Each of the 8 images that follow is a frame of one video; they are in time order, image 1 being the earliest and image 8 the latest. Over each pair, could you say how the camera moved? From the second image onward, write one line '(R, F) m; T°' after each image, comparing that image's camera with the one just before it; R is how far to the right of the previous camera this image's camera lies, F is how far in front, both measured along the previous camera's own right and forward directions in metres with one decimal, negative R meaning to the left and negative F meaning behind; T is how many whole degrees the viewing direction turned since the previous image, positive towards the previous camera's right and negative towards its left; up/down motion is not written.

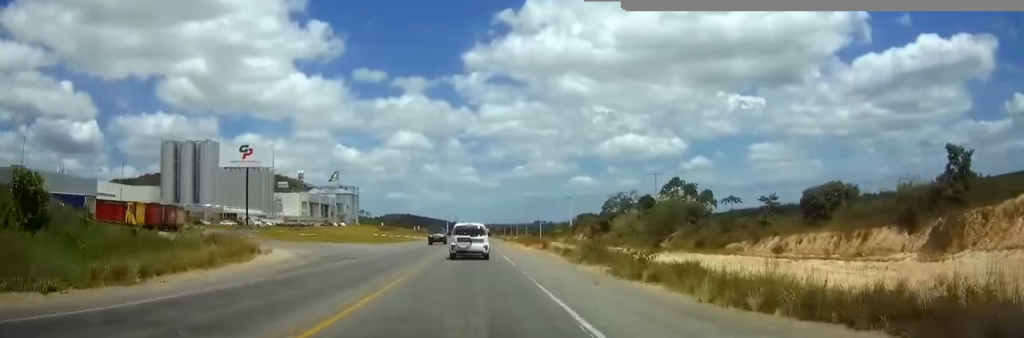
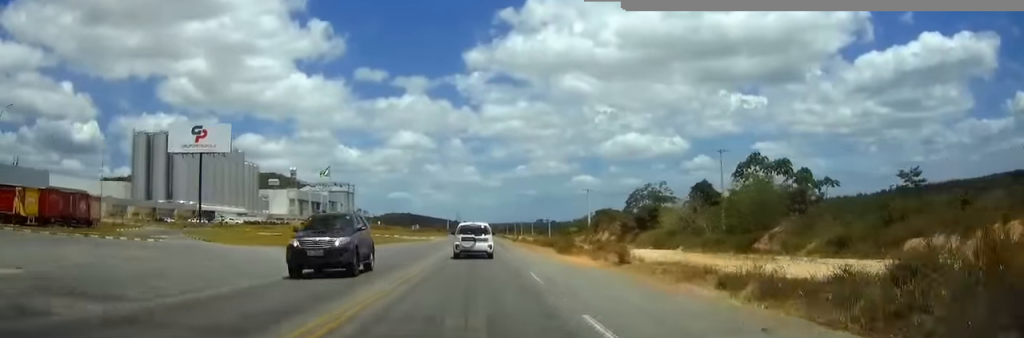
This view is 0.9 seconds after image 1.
(-0.1, +26.7) m; 0°
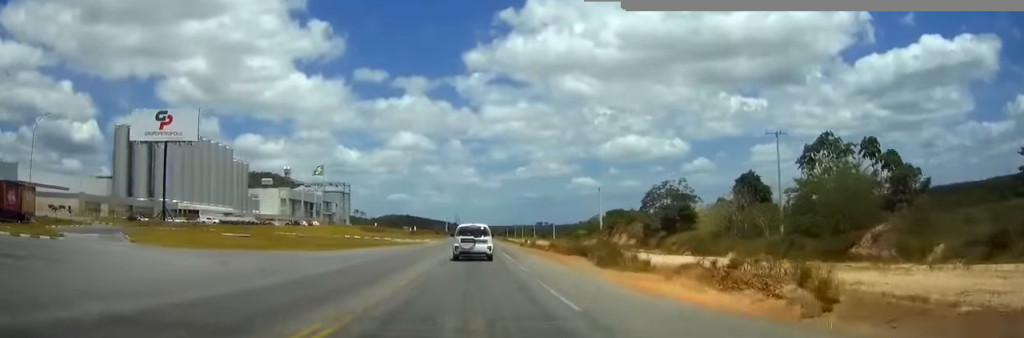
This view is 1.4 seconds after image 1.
(+0.1, +14.7) m; 0°
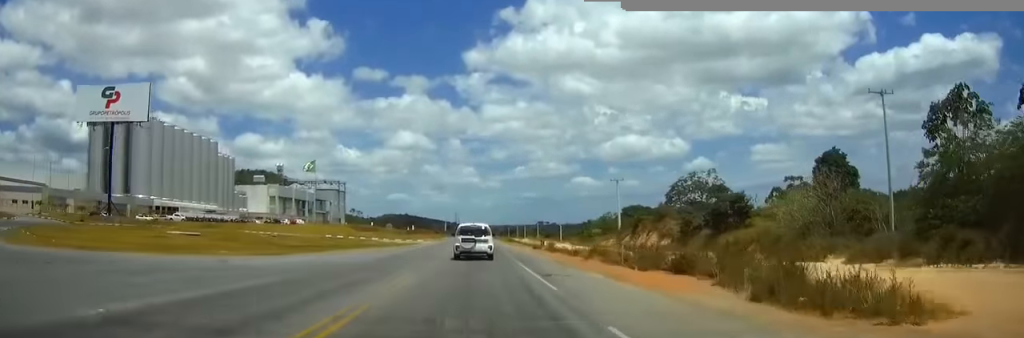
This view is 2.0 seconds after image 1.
(0.0, +17.6) m; 0°
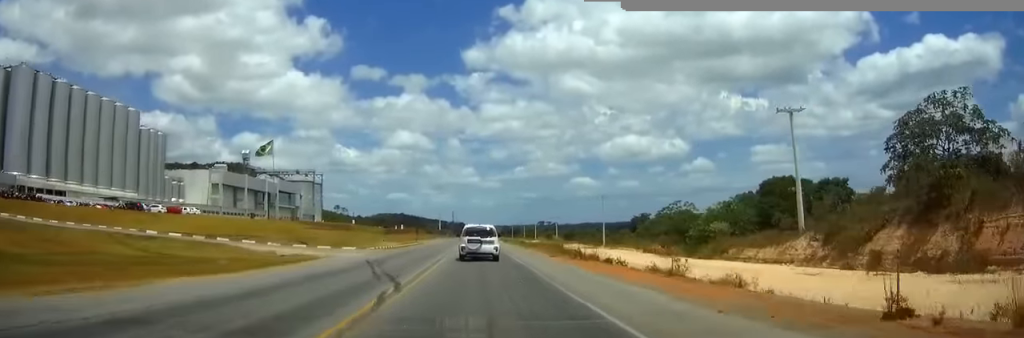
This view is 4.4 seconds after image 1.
(0.0, +69.0) m; 0°
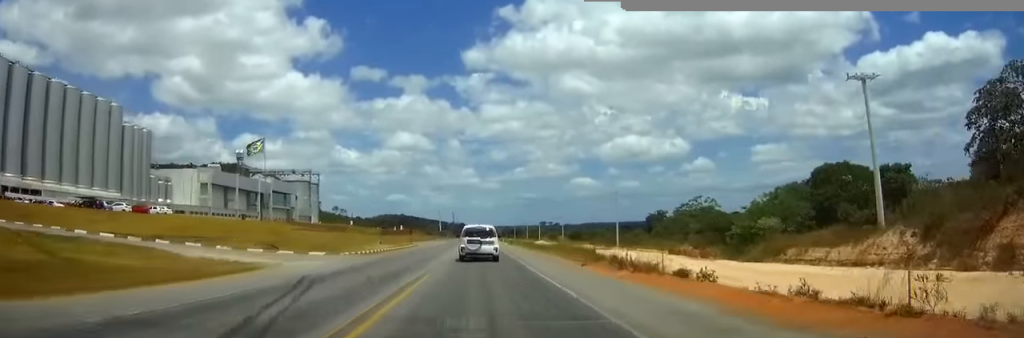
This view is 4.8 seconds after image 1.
(0.0, +11.6) m; 0°
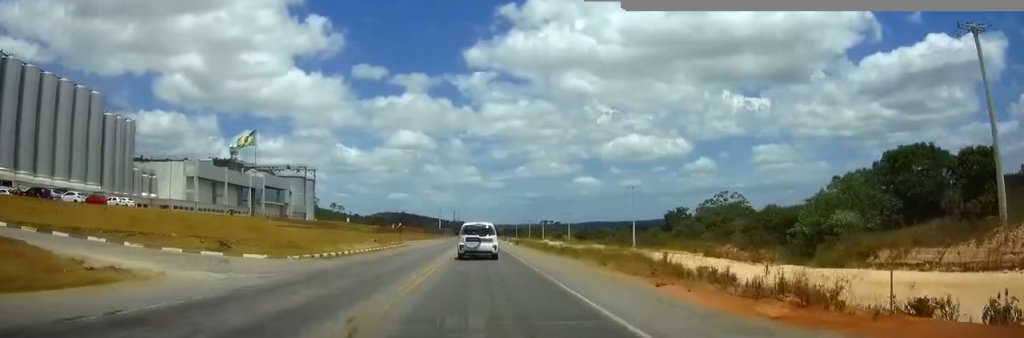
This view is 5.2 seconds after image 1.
(0.0, +12.6) m; 0°
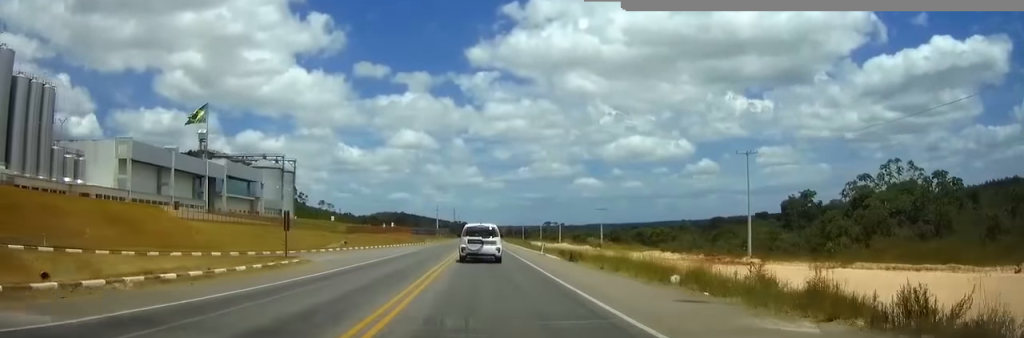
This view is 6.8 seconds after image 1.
(+0.2, +47.1) m; 0°
